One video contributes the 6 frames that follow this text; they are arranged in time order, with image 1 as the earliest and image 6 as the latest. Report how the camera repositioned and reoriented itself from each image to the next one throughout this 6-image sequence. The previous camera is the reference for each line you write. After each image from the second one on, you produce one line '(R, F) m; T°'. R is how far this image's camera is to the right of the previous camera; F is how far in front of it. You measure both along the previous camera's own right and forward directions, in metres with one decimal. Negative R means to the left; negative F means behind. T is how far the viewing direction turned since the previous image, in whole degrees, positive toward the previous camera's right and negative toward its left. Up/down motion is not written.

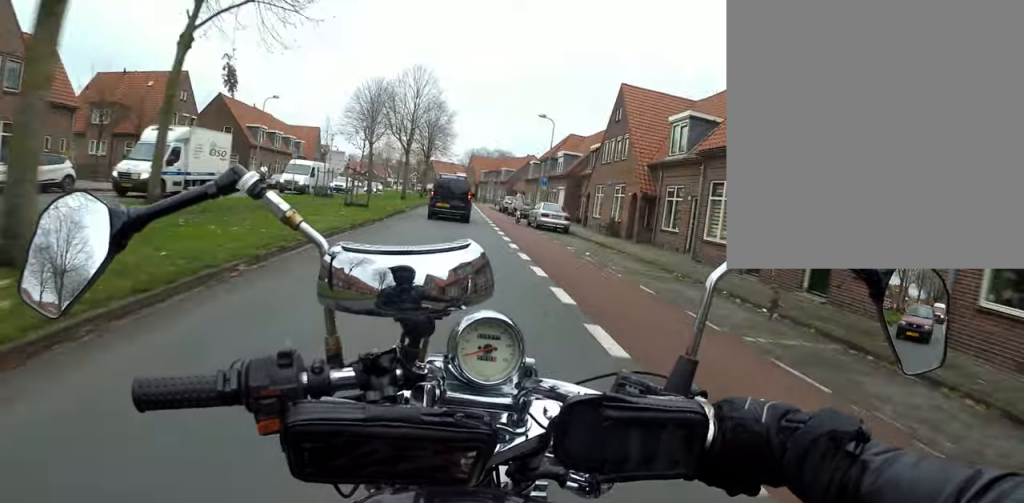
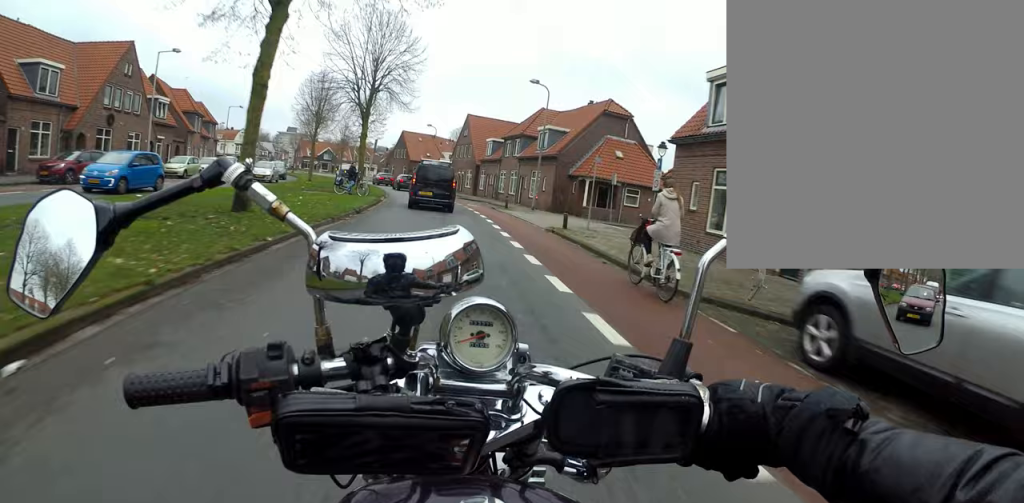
(-3.9, +31.6) m; -12°
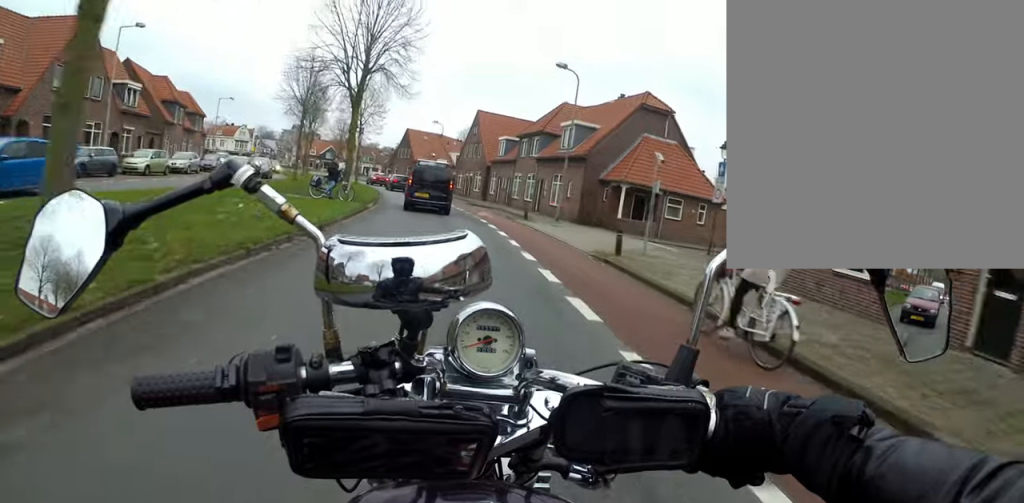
(0.0, +3.3) m; -1°
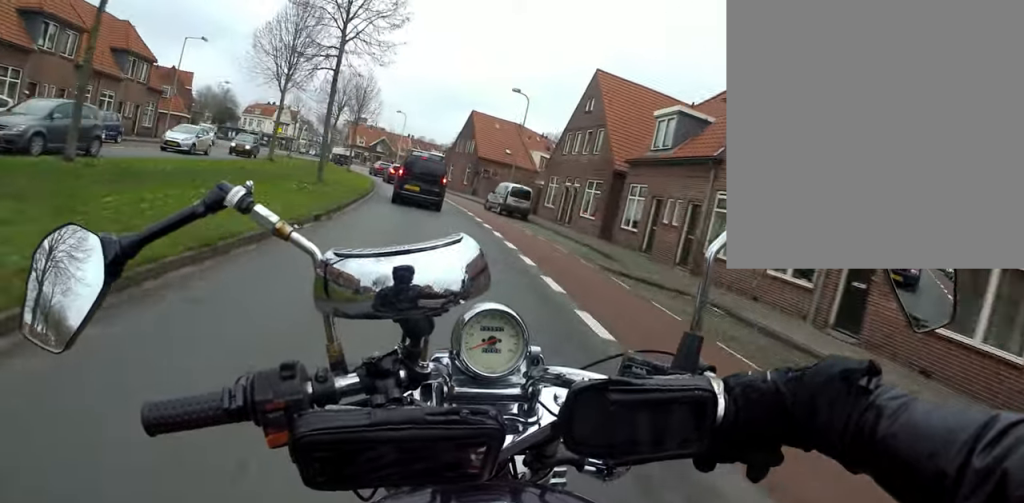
(-1.3, +13.6) m; -16°
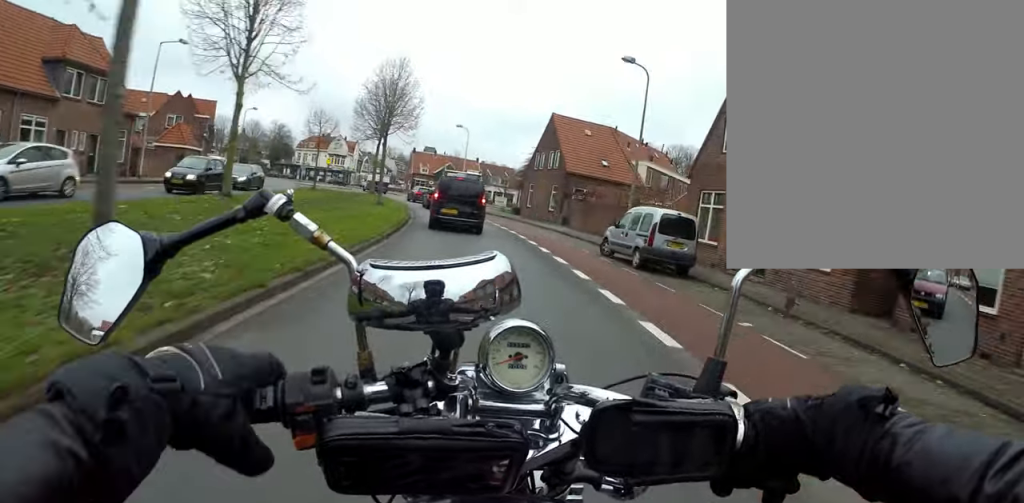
(-0.7, +6.9) m; -2°
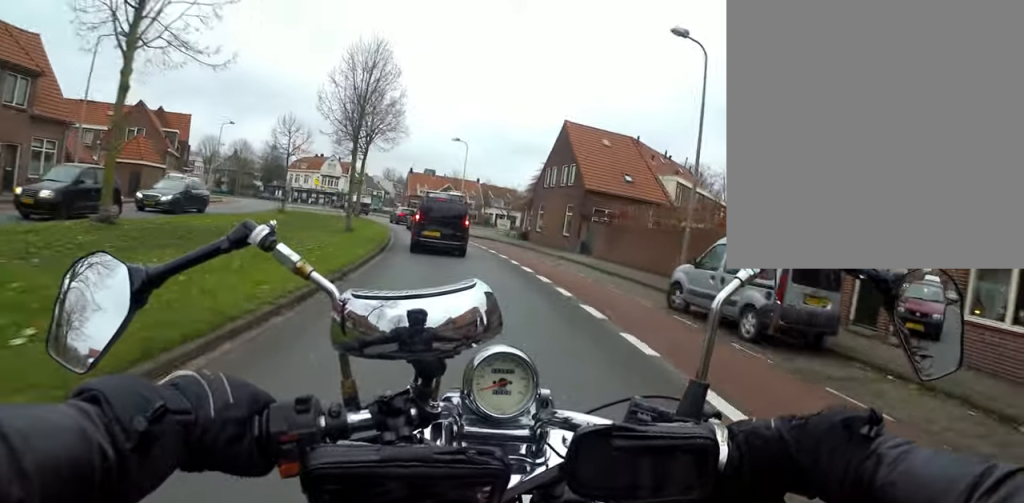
(+0.2, +3.7) m; +3°
